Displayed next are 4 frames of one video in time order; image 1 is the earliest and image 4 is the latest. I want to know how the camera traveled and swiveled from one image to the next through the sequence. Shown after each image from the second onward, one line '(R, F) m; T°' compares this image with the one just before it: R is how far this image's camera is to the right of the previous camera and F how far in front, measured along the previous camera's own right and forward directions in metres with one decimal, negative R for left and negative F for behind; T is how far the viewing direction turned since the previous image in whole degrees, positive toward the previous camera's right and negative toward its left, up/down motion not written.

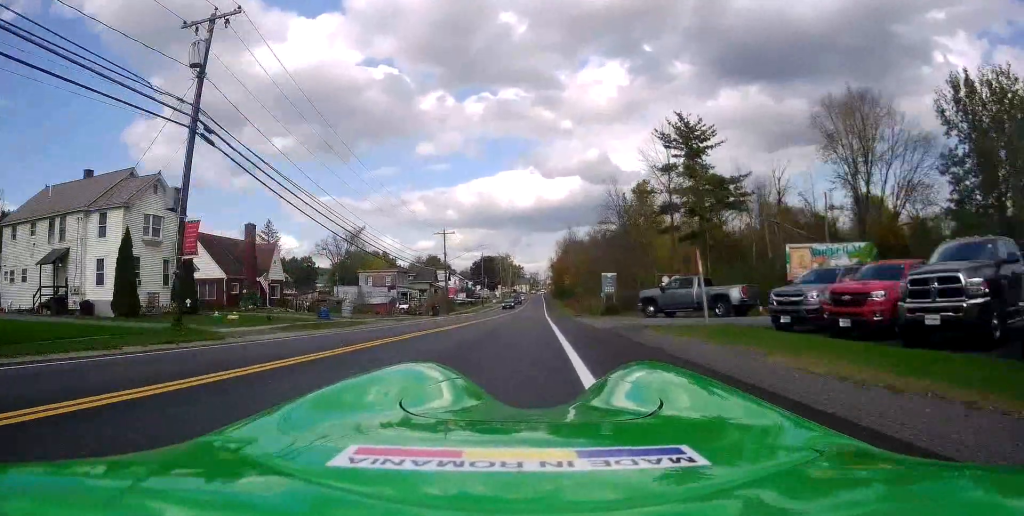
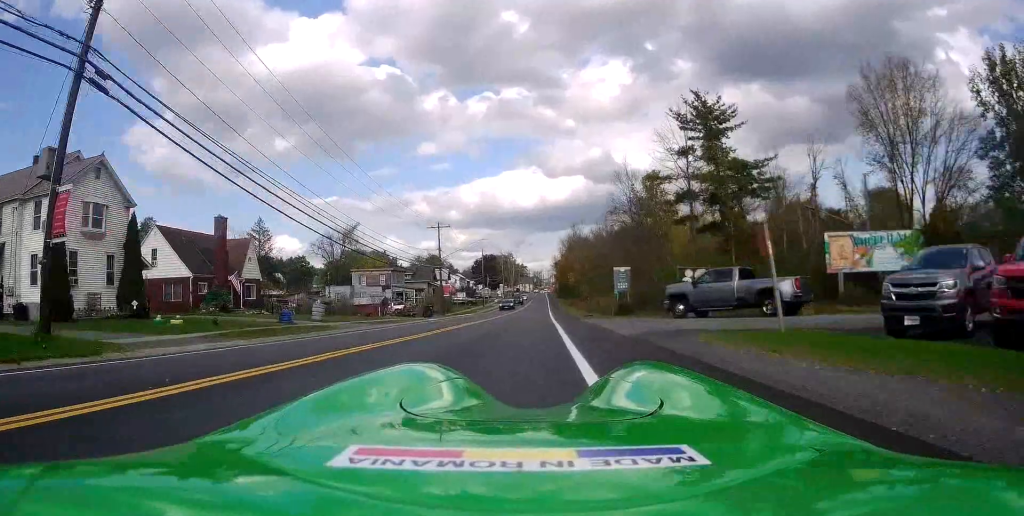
(0.0, +5.4) m; -1°
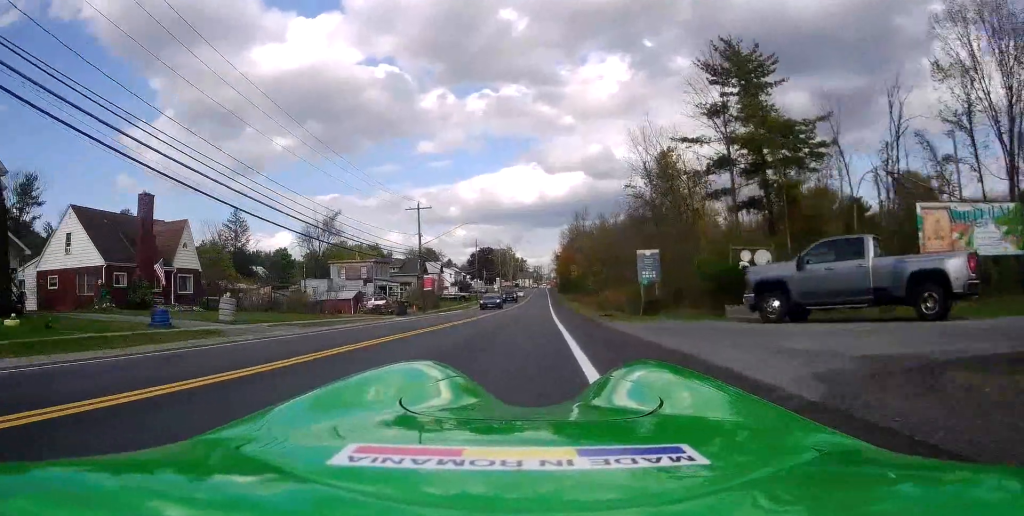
(-0.1, +10.4) m; -2°
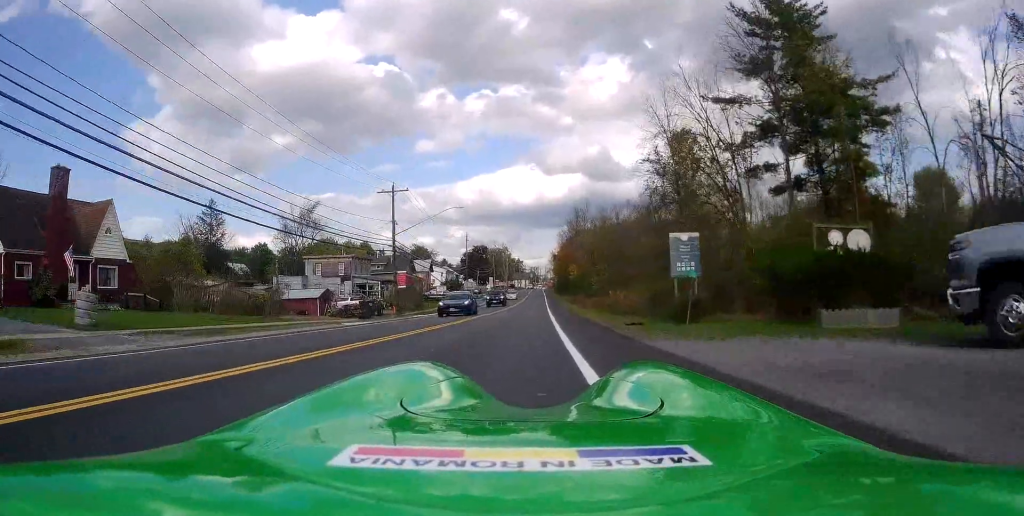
(-0.1, +8.3) m; 0°
